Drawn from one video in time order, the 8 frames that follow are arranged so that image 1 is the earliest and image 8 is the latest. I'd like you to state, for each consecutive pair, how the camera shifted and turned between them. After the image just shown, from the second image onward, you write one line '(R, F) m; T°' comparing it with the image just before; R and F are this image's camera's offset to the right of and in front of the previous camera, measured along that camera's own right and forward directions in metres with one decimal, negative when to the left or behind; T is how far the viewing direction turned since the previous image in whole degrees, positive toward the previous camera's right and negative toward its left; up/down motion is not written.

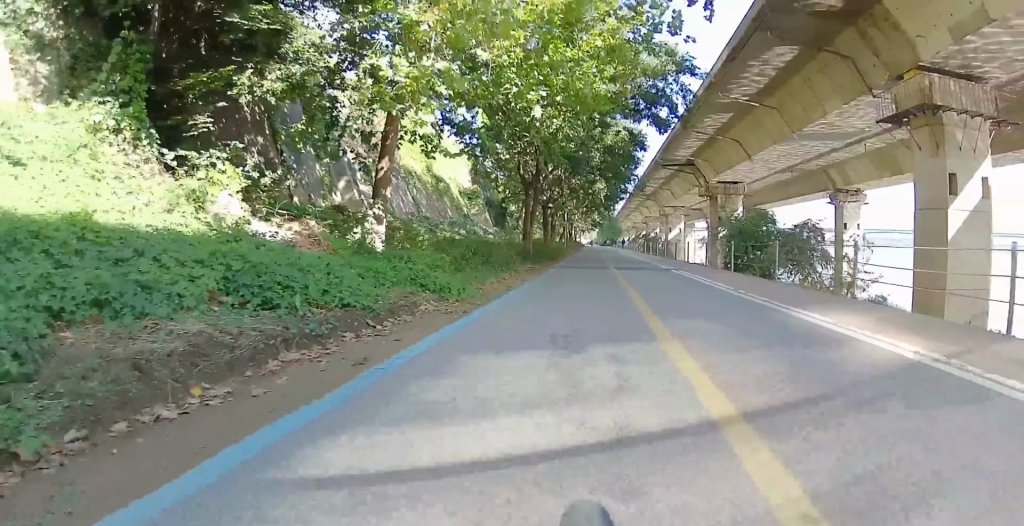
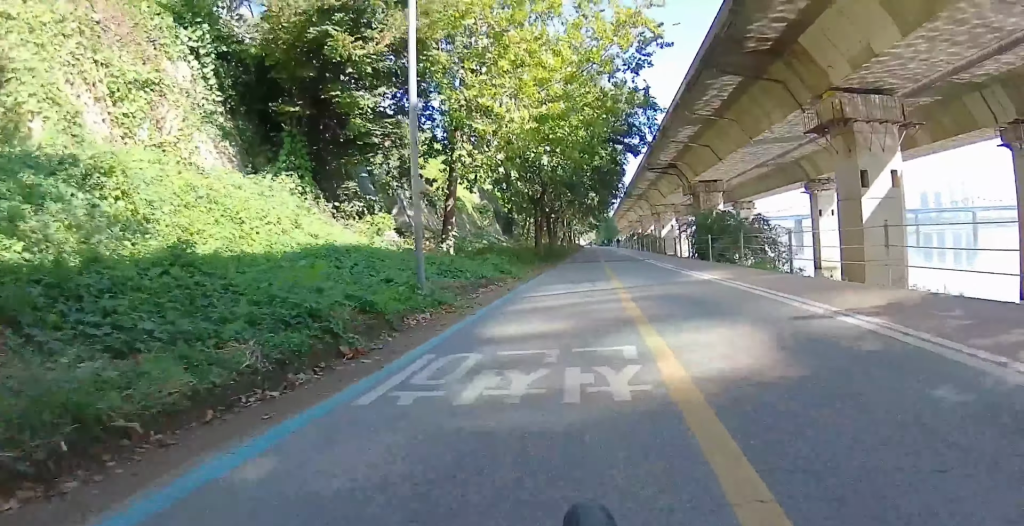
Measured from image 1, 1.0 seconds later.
(+0.1, +8.0) m; 0°
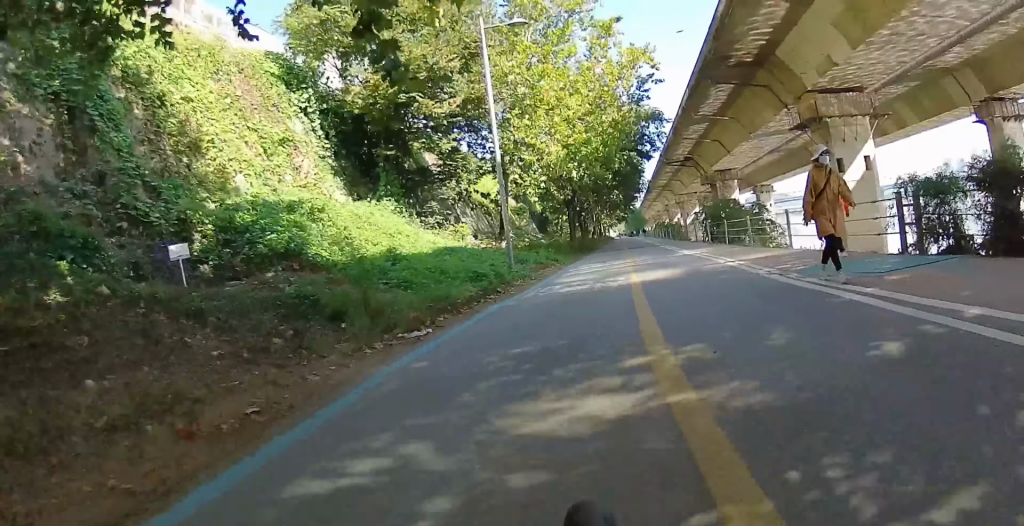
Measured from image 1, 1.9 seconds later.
(0.0, +6.5) m; -3°
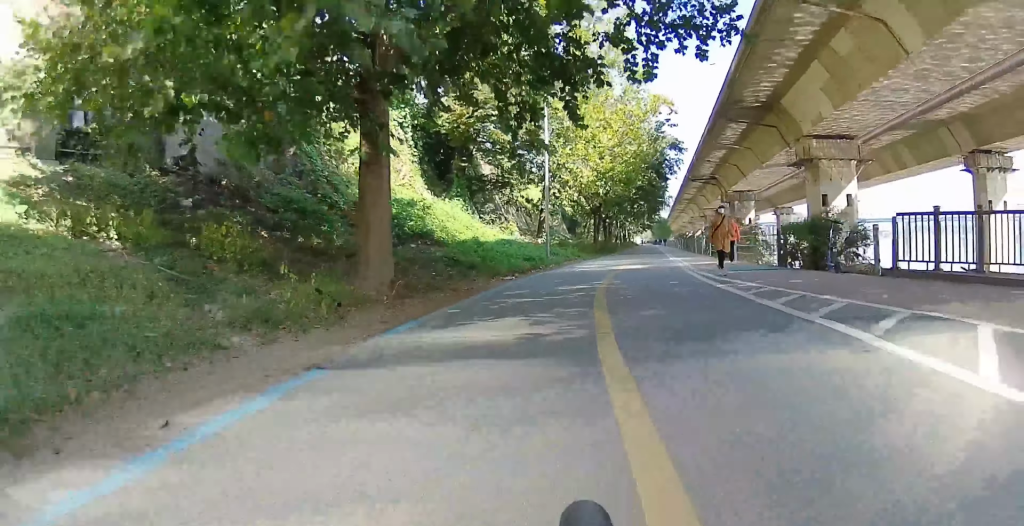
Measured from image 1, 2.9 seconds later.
(-0.4, +7.8) m; -6°
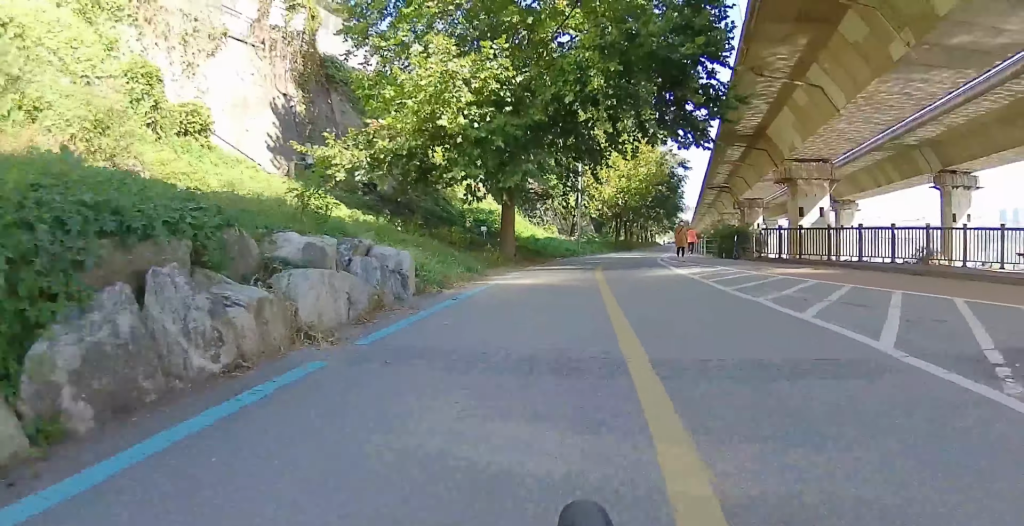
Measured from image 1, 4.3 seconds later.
(-0.5, +11.1) m; -2°
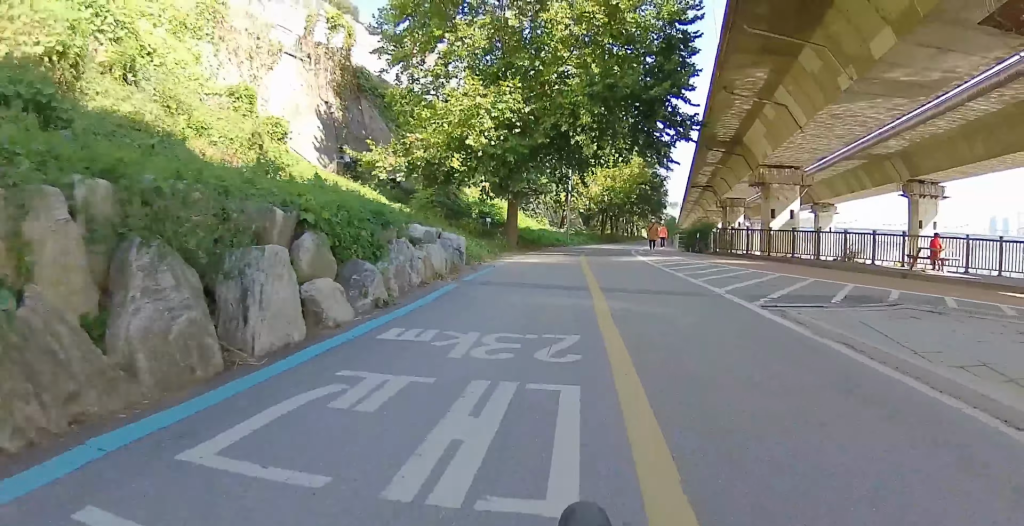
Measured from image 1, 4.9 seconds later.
(+0.1, +5.0) m; +1°
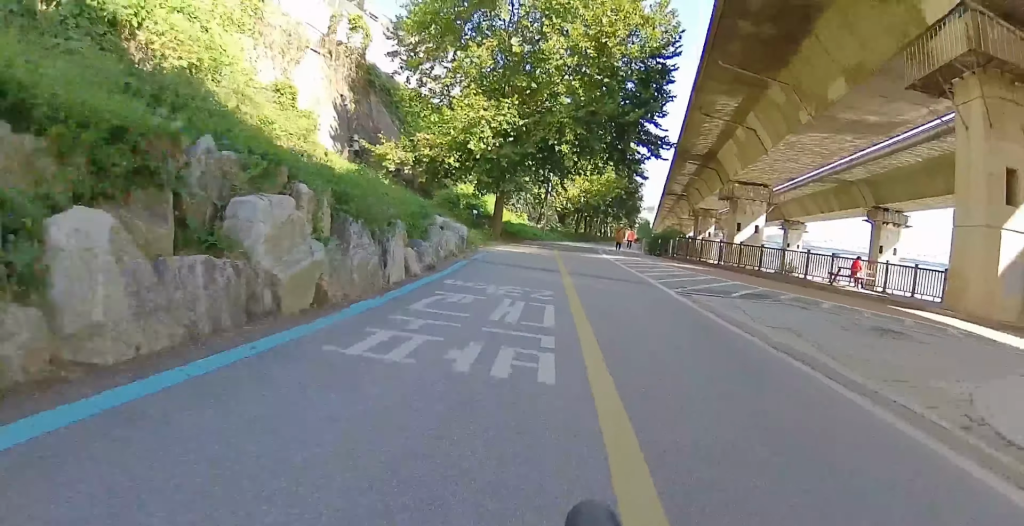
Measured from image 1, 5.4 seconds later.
(0.0, +3.7) m; +1°
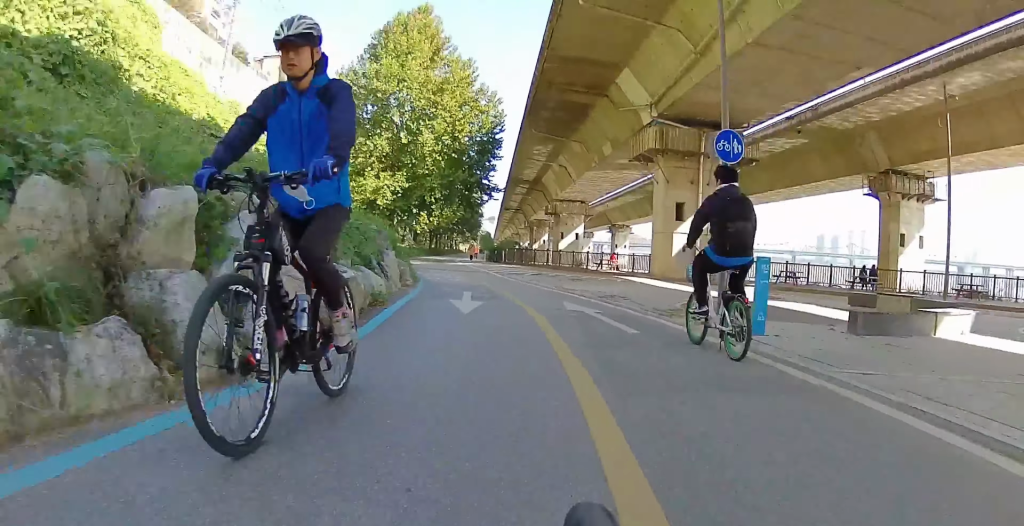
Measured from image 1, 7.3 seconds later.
(+0.6, +15.3) m; +7°
